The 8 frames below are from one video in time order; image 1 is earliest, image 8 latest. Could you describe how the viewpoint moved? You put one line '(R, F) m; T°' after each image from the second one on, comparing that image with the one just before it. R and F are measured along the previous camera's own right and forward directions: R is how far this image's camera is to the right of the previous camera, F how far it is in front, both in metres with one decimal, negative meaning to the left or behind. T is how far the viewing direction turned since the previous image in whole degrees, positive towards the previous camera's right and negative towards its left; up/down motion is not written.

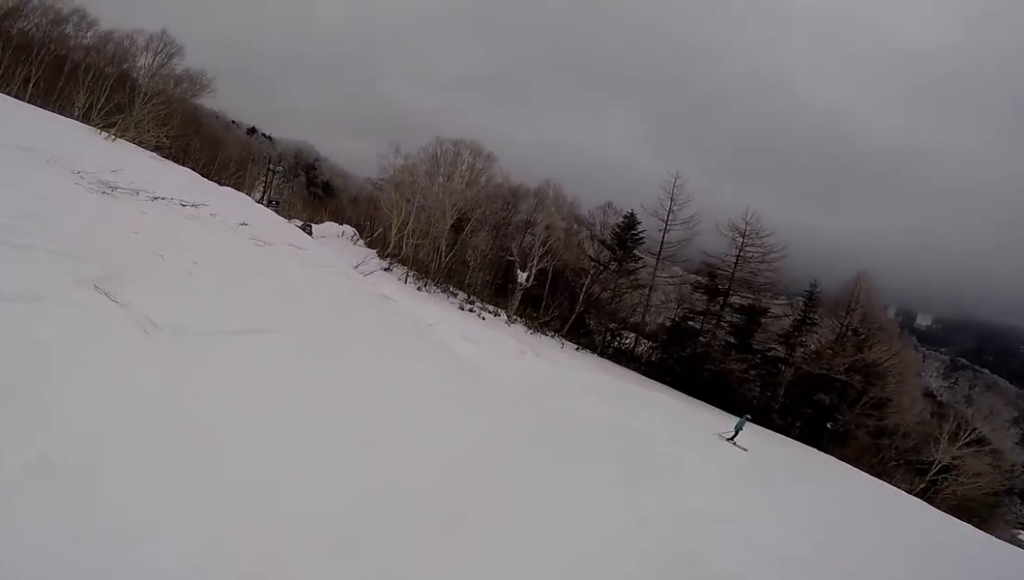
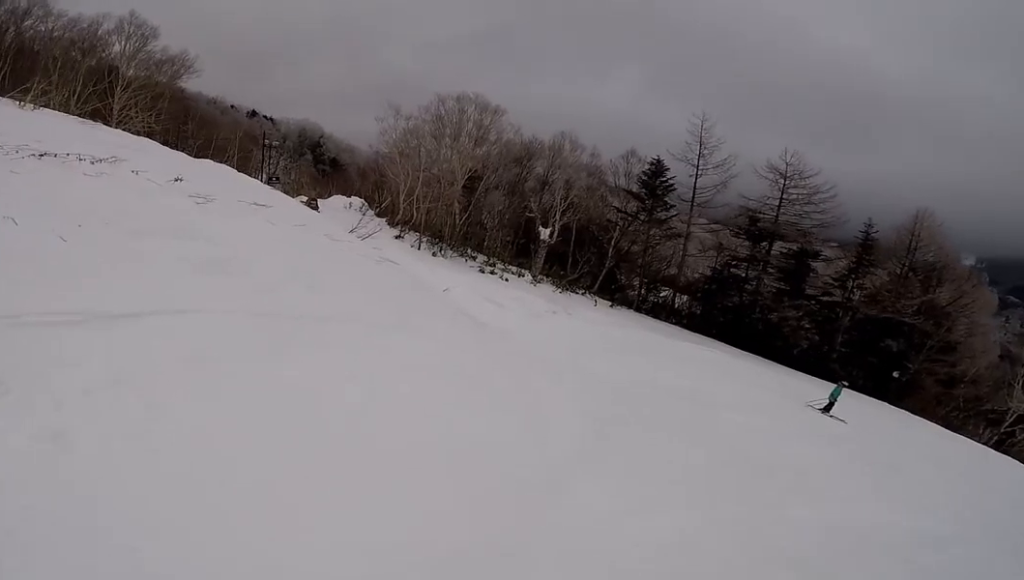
(-0.2, +1.6) m; -8°
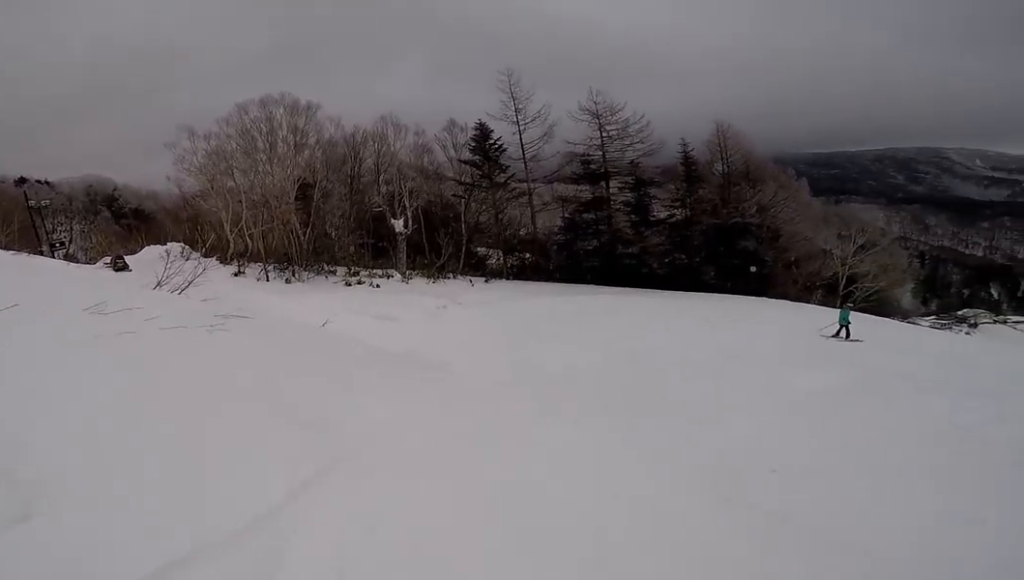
(0.0, +4.2) m; +18°
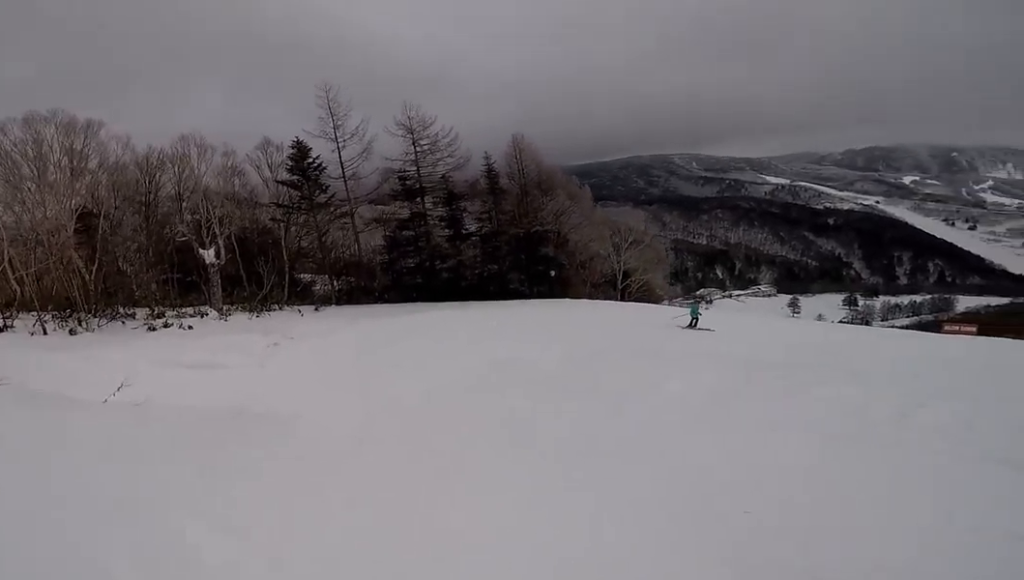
(+0.7, +2.3) m; +12°
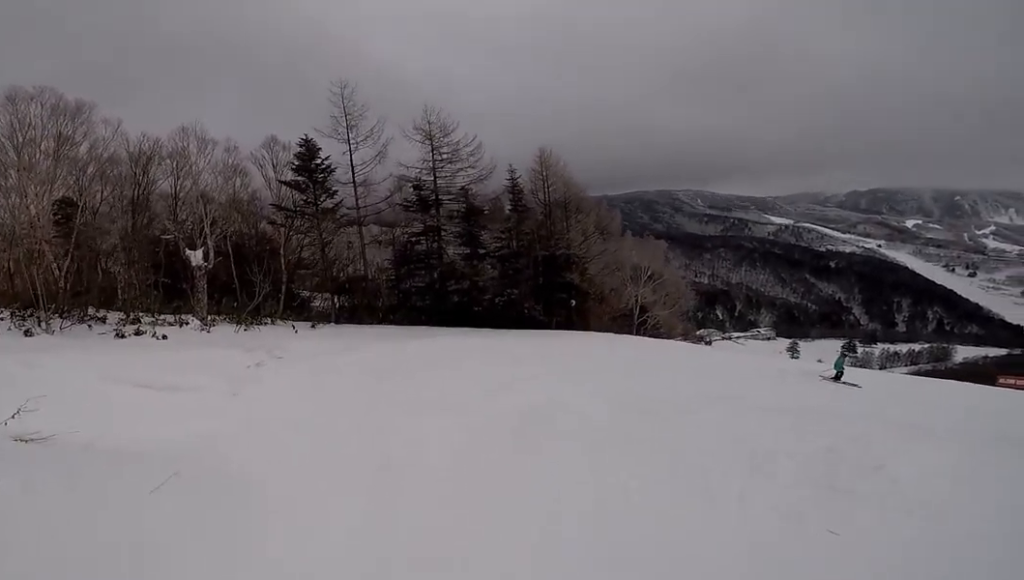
(+0.4, +3.7) m; +8°
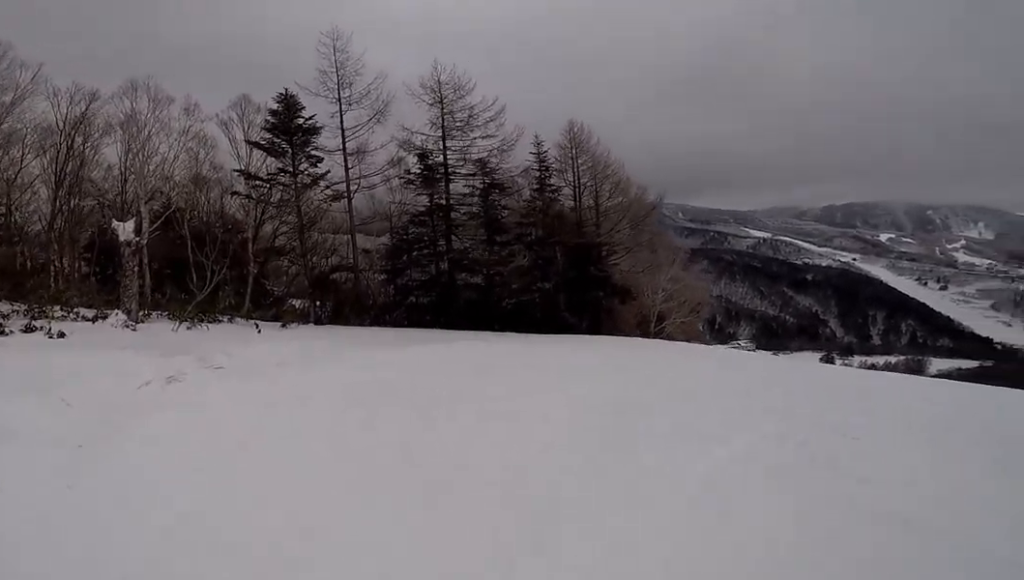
(+0.2, +5.8) m; +24°
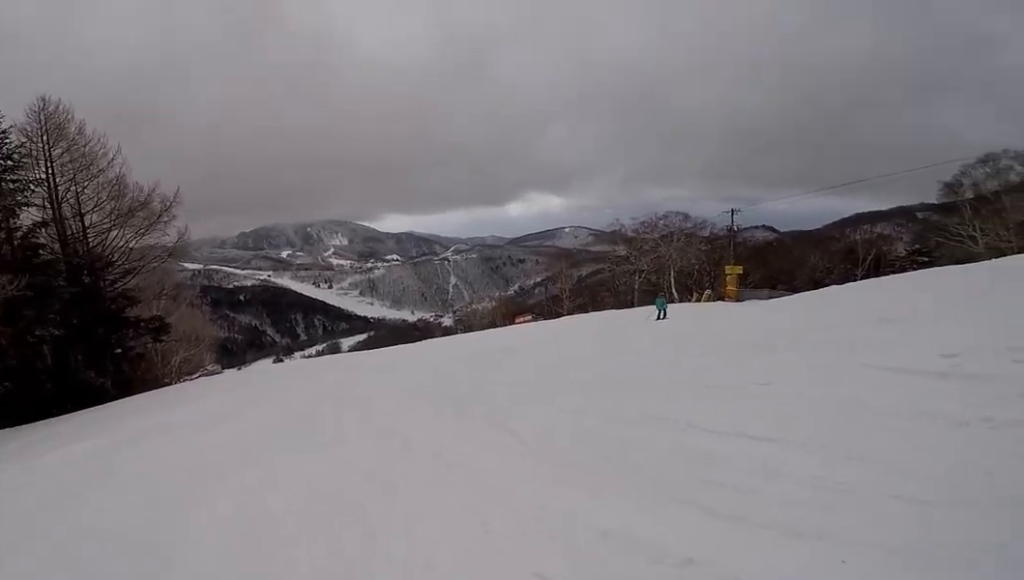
(+4.2, +5.8) m; +56°
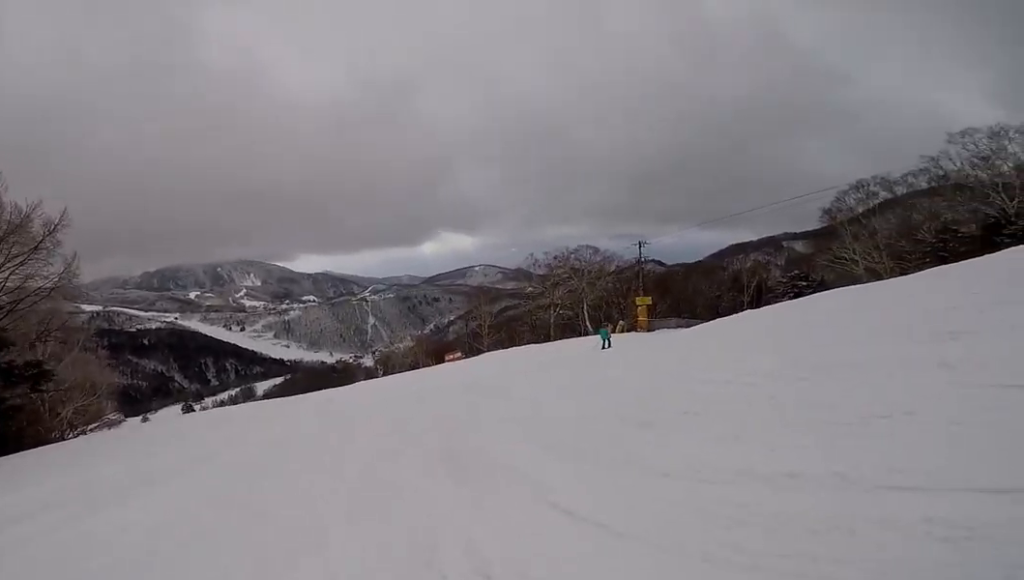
(+0.4, +2.3) m; +7°
